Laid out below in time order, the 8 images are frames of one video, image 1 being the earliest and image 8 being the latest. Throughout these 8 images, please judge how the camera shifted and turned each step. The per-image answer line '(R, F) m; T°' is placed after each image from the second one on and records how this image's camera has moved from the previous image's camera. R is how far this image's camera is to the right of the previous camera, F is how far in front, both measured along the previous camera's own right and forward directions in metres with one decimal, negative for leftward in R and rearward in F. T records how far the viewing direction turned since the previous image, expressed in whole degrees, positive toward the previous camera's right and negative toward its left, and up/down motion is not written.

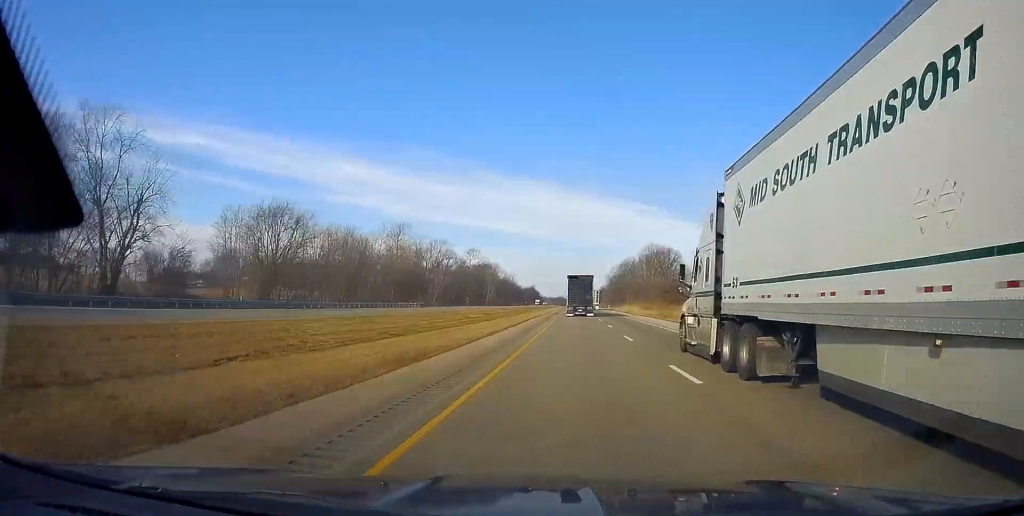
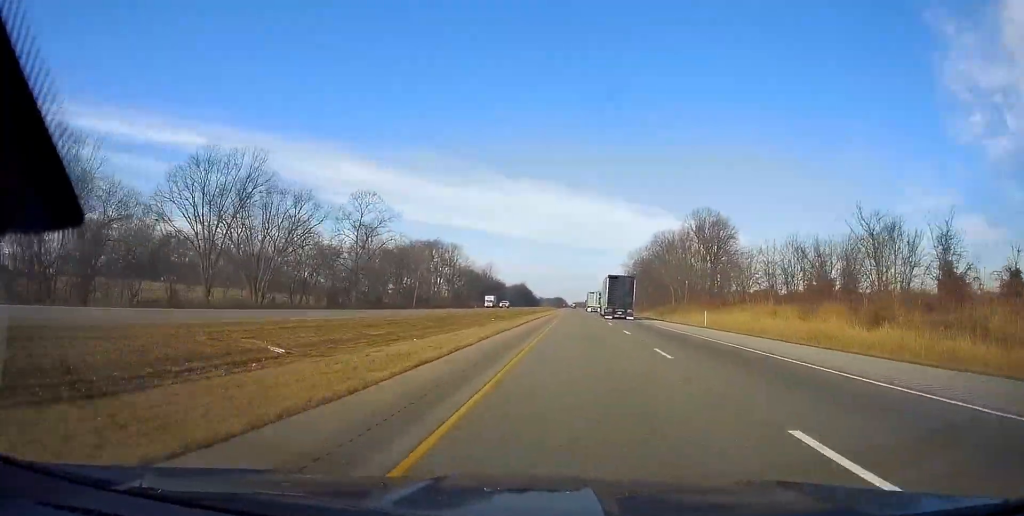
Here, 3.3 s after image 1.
(-0.9, +102.1) m; 0°
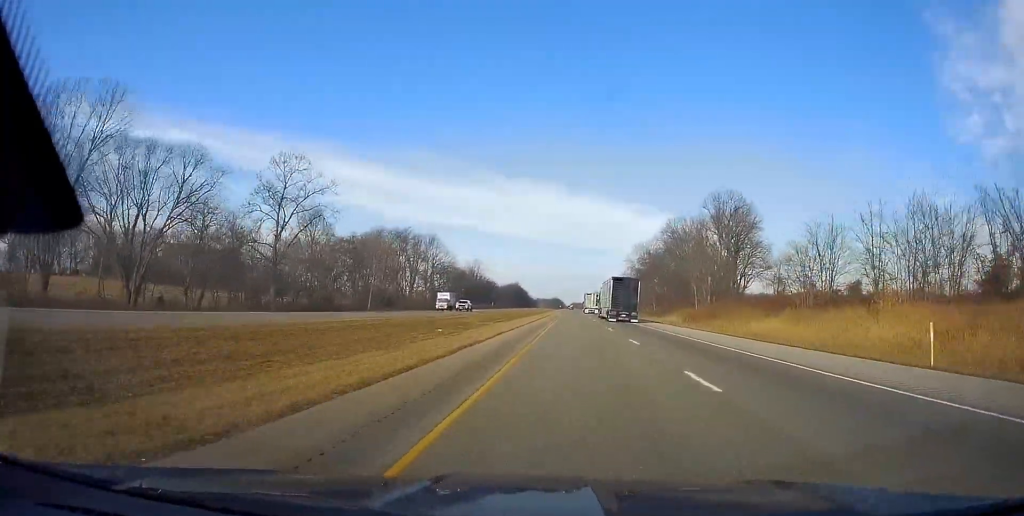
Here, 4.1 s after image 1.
(+0.2, +27.9) m; 0°
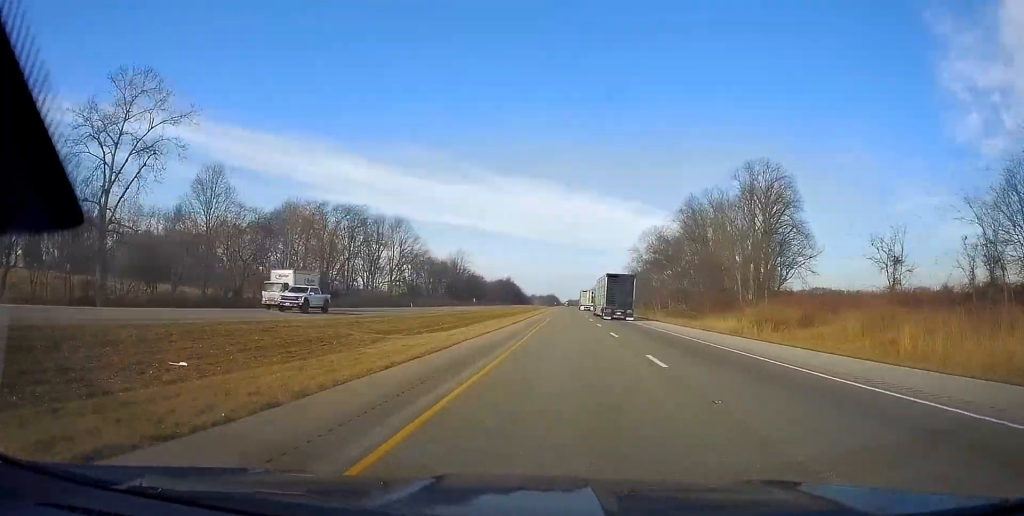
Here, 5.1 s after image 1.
(+0.1, +31.3) m; 0°
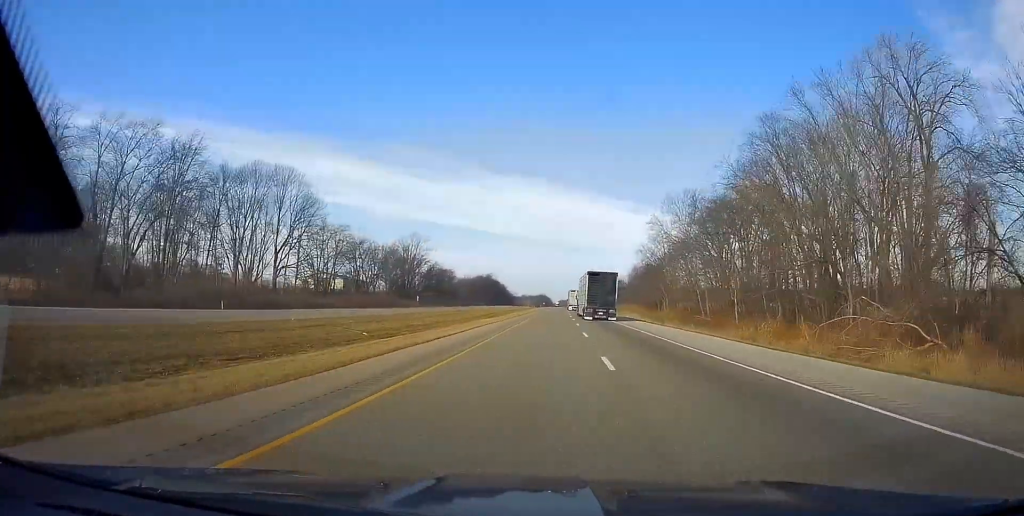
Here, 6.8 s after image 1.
(+0.1, +60.2) m; +1°
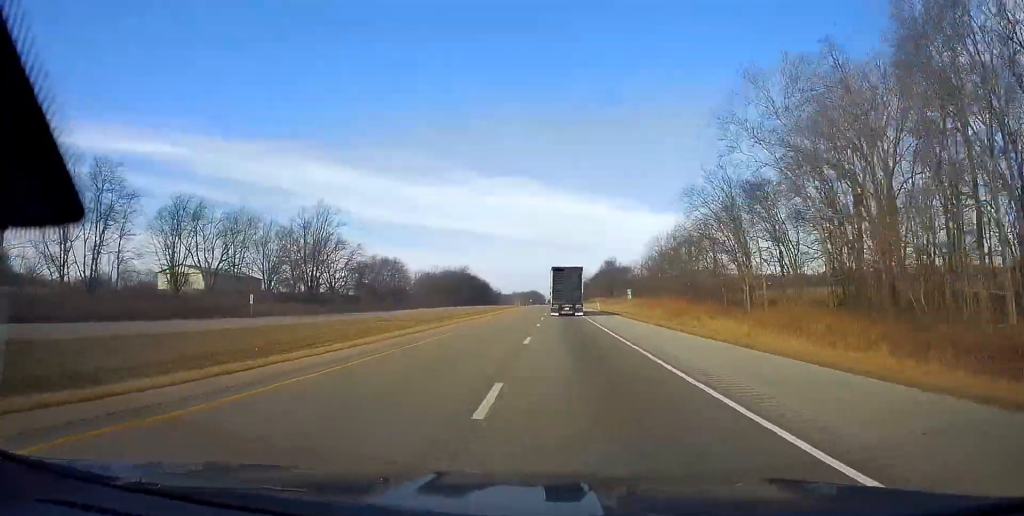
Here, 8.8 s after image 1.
(+0.7, +68.4) m; +1°
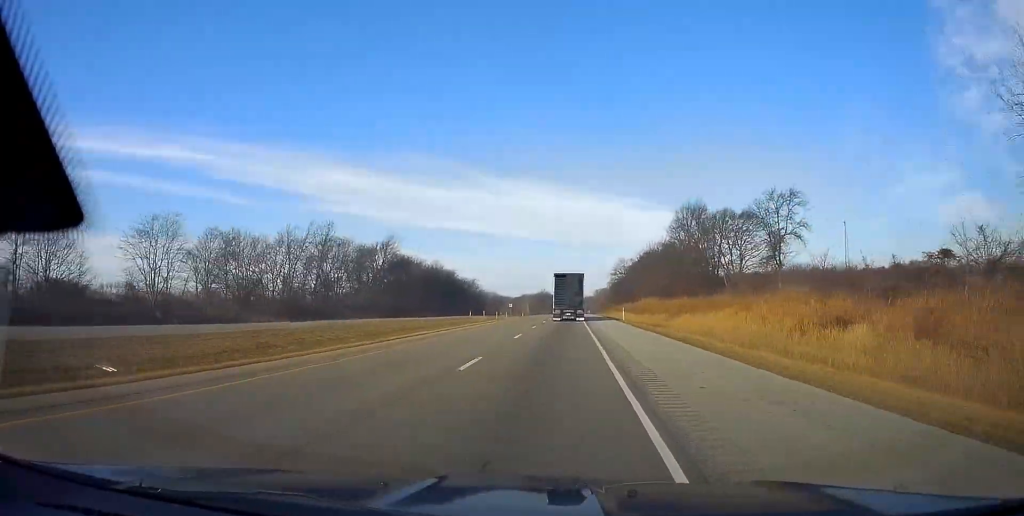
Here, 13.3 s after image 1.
(-2.3, +154.5) m; -1°
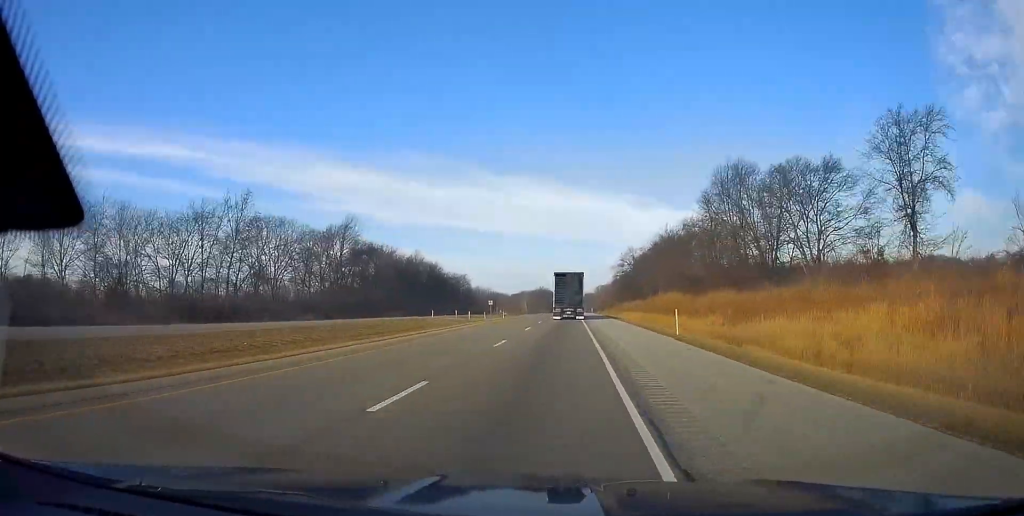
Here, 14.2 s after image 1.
(+0.4, +30.0) m; 0°
